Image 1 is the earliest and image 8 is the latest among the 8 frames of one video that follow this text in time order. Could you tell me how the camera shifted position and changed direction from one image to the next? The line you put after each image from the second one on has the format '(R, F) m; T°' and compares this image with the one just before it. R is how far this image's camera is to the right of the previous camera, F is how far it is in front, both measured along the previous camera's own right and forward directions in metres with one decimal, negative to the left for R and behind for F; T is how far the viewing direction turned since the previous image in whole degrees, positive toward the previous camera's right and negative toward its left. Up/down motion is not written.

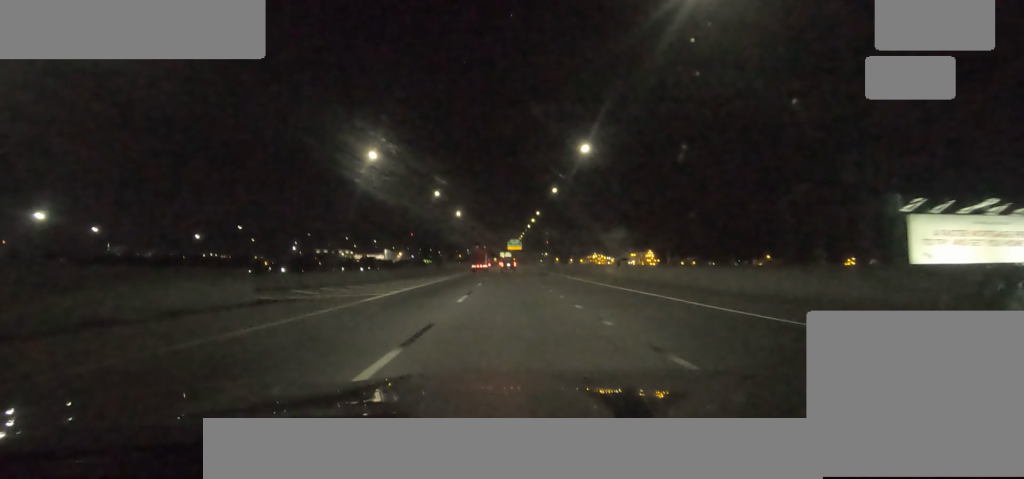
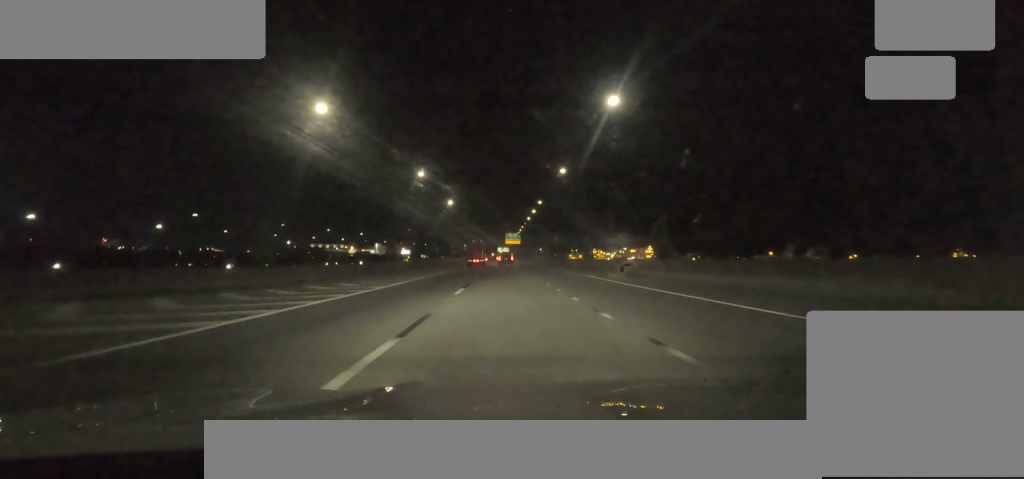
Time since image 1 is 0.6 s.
(0.0, +14.0) m; +2°
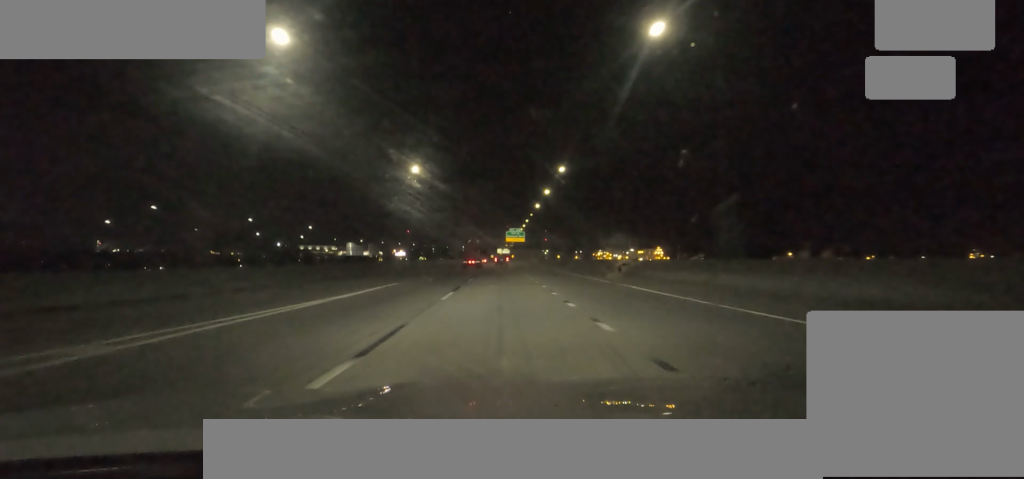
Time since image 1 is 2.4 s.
(-0.8, +42.1) m; -2°
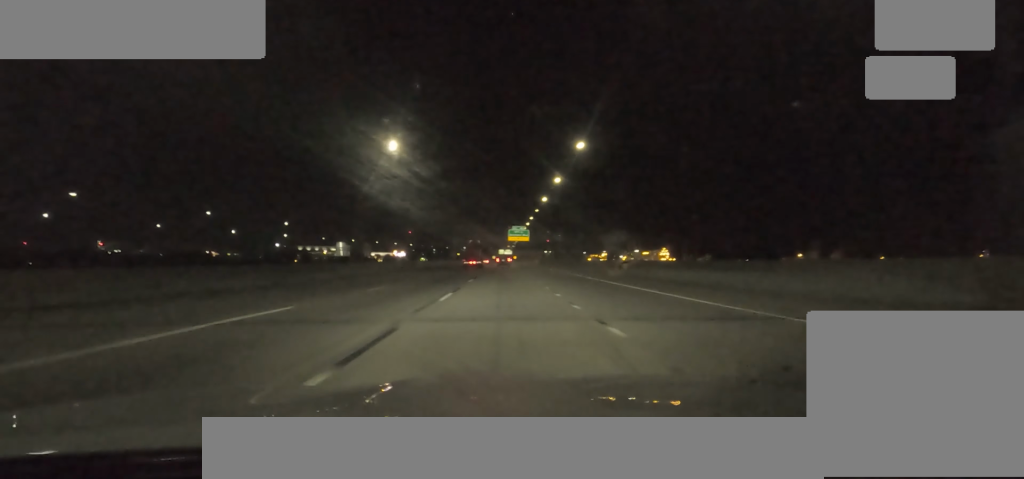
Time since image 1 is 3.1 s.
(-0.2, +14.9) m; +1°
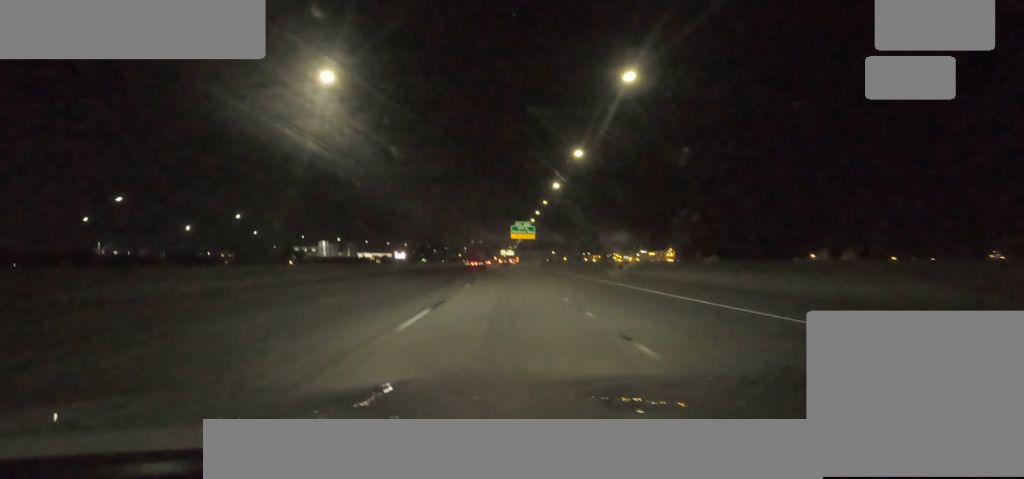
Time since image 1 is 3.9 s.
(+1.0, +19.6) m; +1°
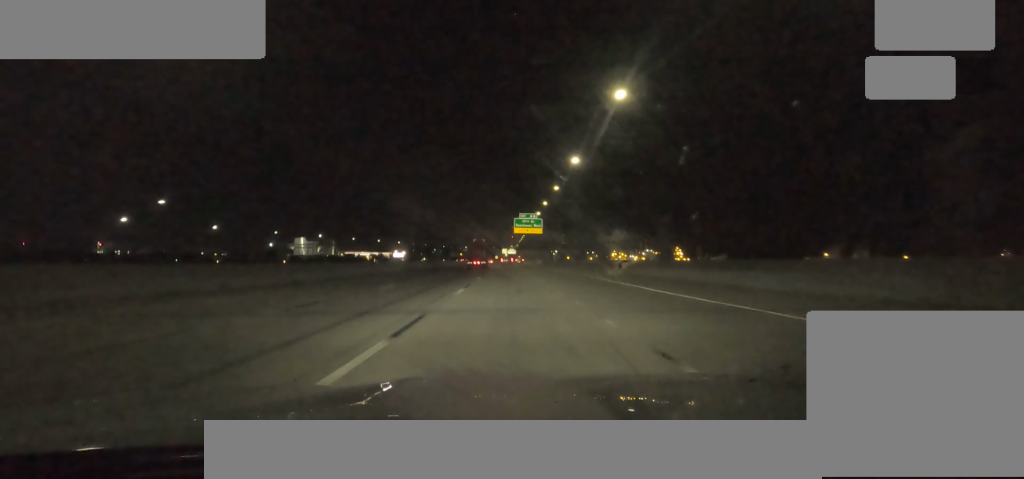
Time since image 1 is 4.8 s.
(-0.8, +19.1) m; -2°
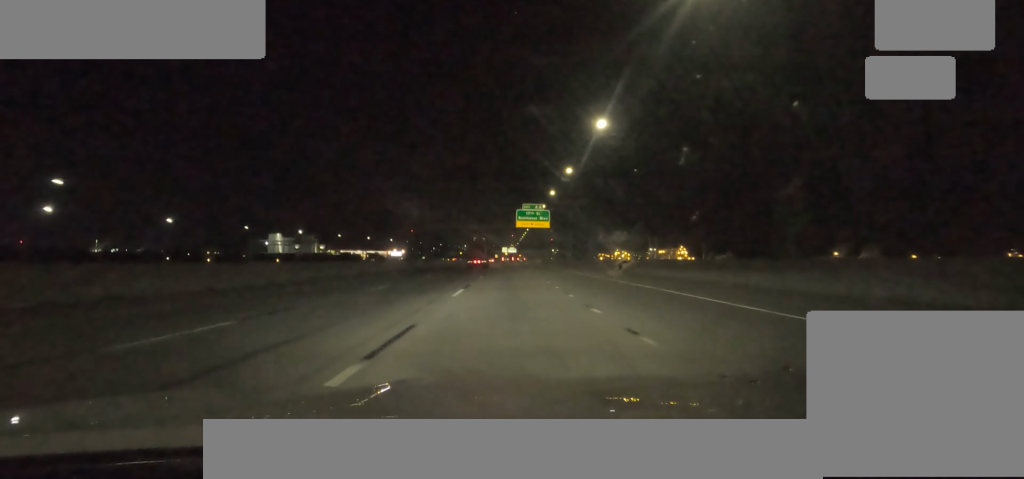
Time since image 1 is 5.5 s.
(+0.2, +16.2) m; 0°
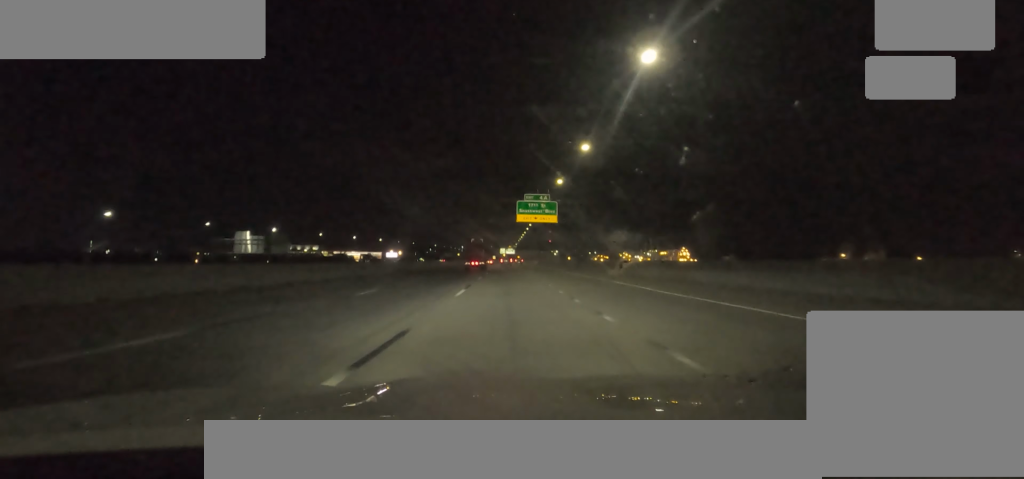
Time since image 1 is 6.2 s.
(0.0, +14.5) m; +1°
